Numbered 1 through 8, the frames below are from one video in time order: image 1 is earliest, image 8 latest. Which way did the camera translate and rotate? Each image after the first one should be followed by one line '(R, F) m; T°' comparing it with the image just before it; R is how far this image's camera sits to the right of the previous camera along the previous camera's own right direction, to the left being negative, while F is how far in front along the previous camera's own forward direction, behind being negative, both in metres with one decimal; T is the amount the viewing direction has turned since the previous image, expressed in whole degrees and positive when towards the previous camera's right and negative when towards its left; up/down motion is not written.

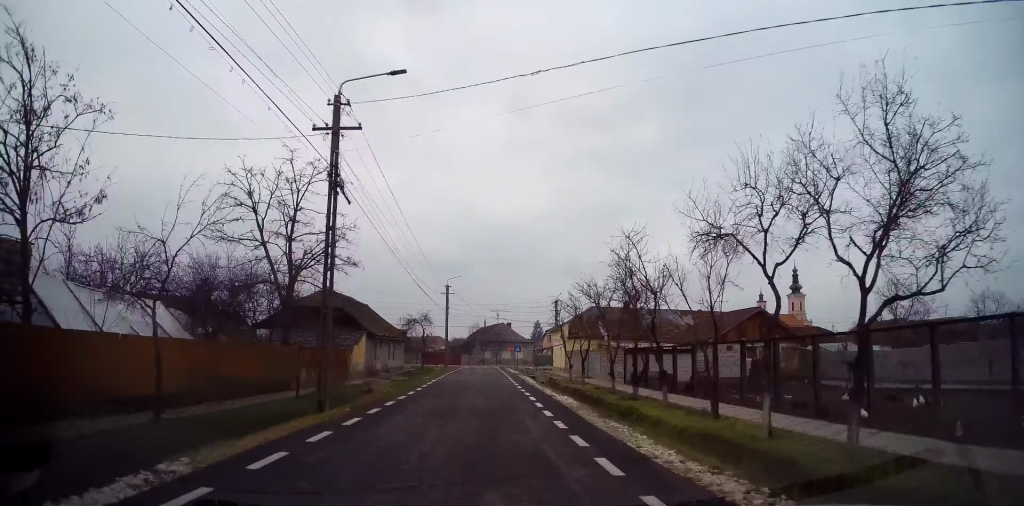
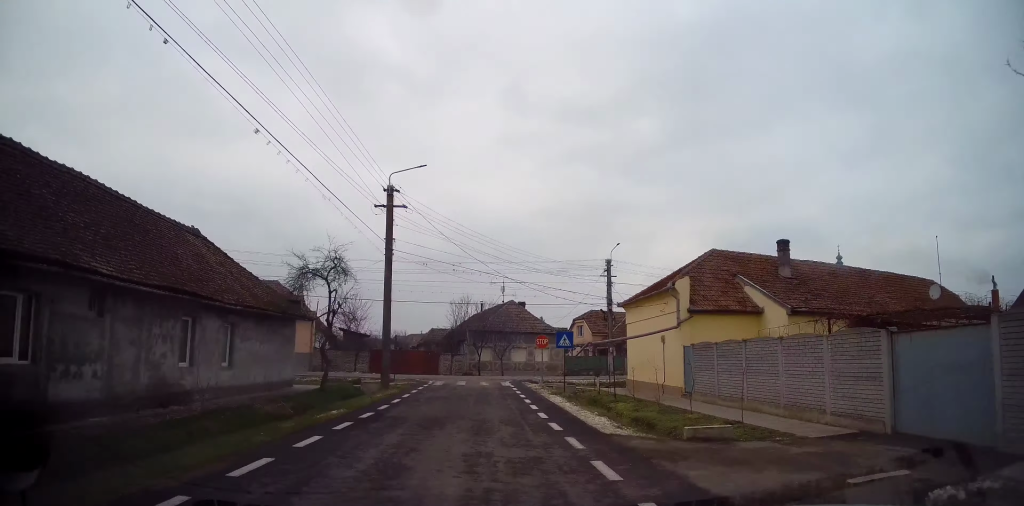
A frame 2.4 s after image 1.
(+0.8, +31.3) m; 0°
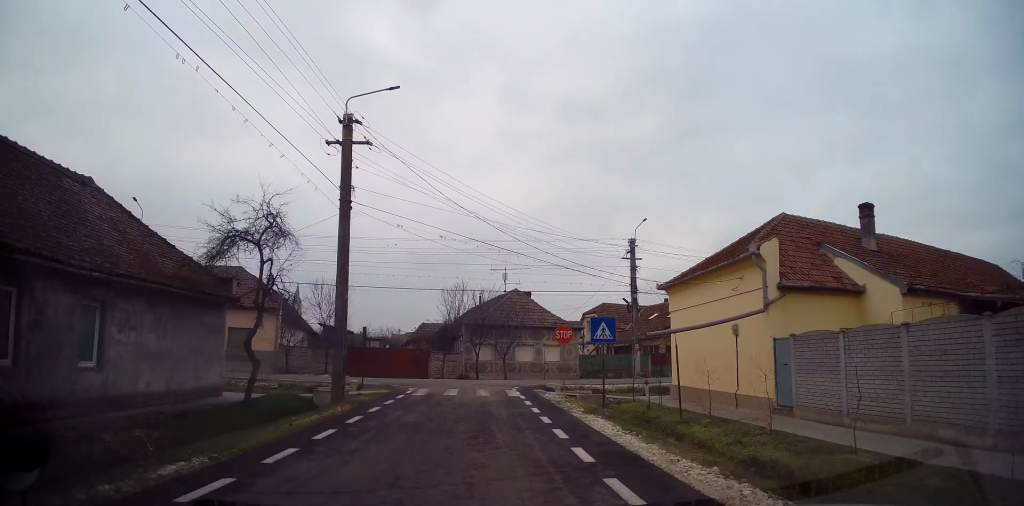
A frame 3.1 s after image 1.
(-0.3, +6.9) m; 0°
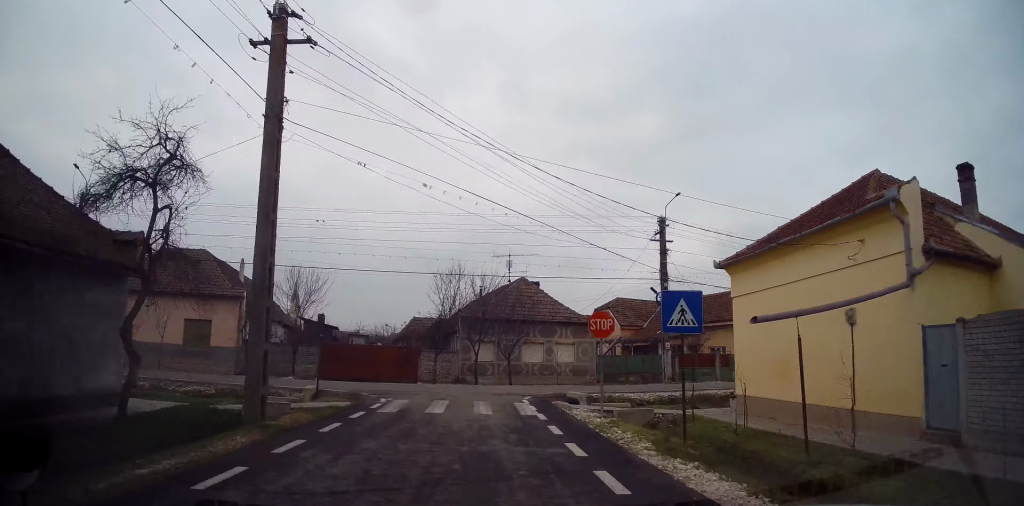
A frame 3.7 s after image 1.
(0.0, +5.9) m; +1°
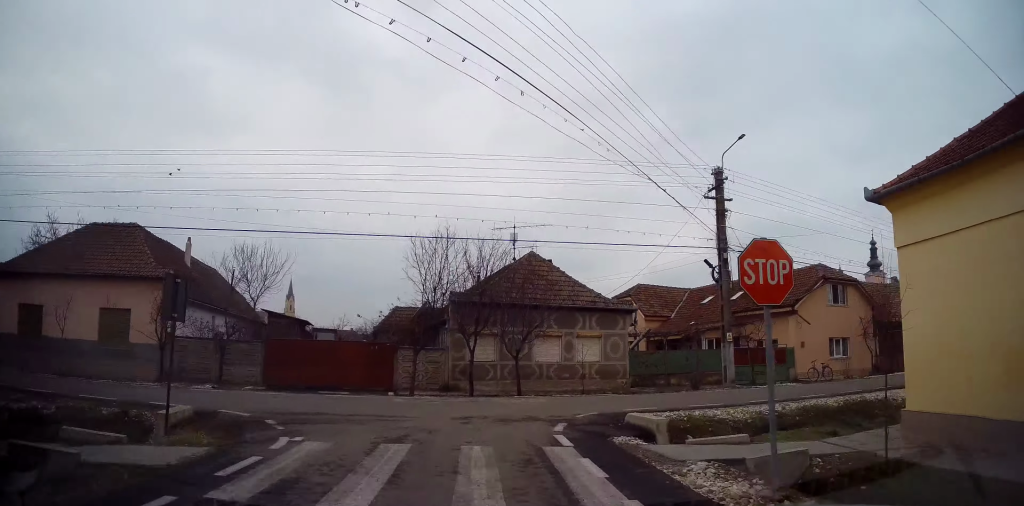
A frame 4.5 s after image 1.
(+0.3, +7.6) m; +2°
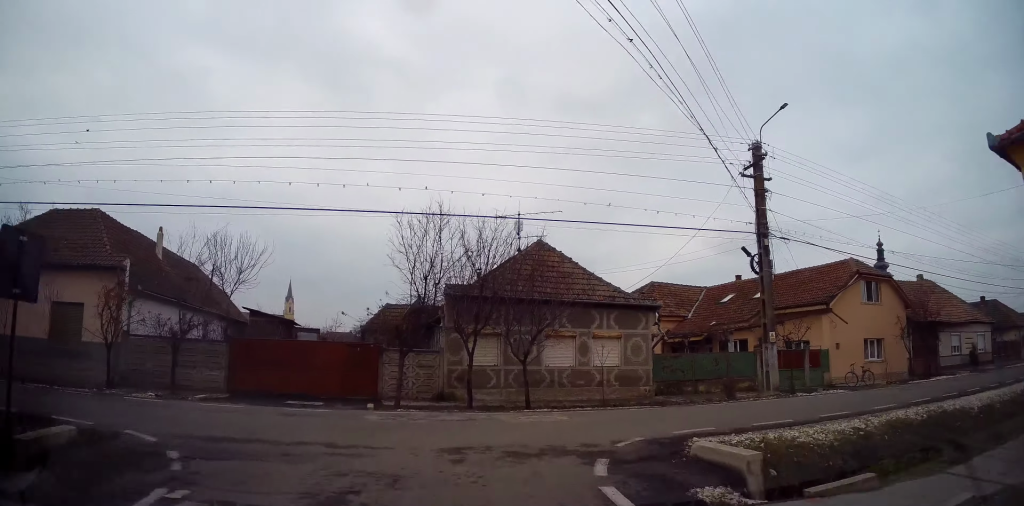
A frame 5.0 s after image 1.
(0.0, +3.3) m; 0°
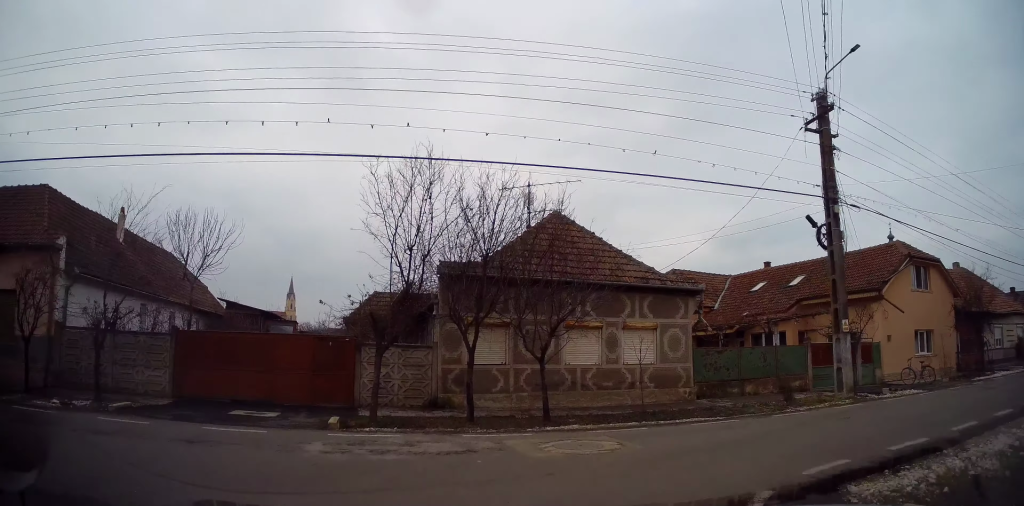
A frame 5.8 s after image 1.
(0.0, +5.1) m; -3°
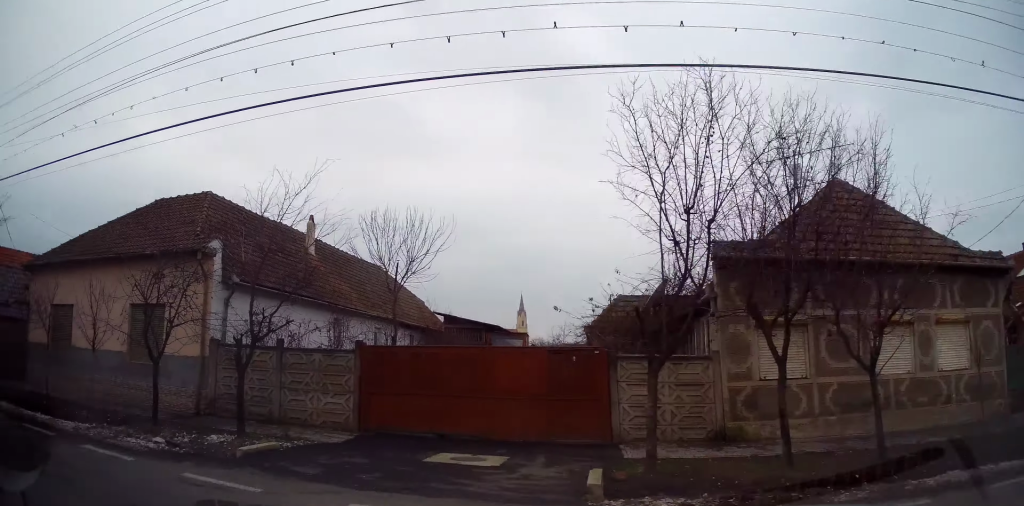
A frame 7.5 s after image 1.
(-1.0, +6.6) m; -34°
